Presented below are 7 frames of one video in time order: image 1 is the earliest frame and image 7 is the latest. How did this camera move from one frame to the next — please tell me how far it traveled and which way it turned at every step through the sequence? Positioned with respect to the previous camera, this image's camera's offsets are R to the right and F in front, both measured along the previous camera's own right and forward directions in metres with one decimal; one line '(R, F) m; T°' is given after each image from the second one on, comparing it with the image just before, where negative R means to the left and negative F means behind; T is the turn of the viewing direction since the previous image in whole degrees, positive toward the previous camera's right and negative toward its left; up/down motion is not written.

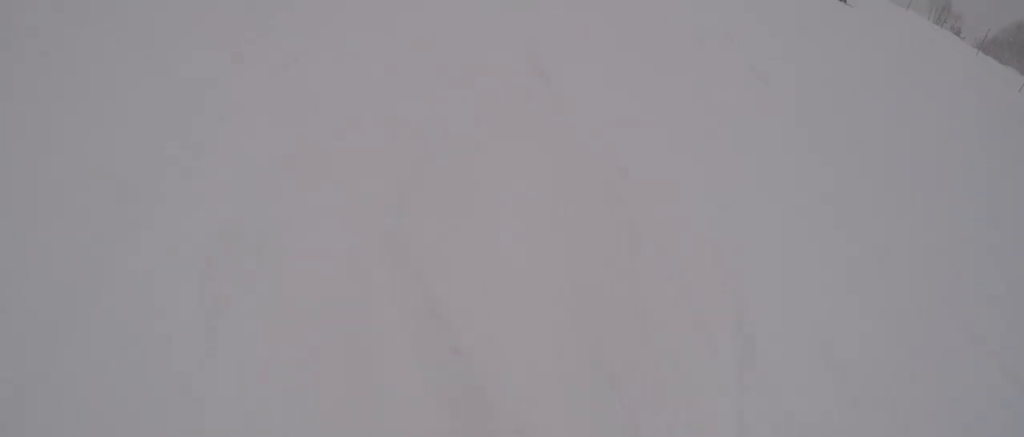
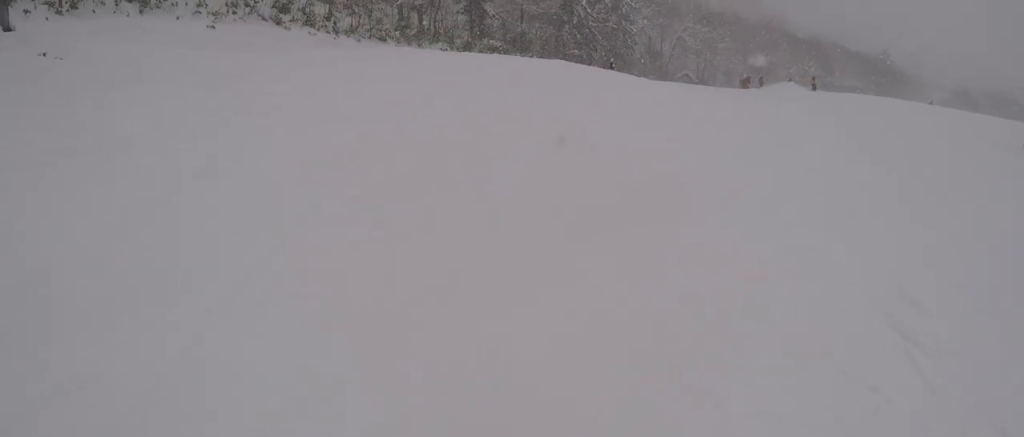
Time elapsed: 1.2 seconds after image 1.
(0.0, +6.9) m; +2°
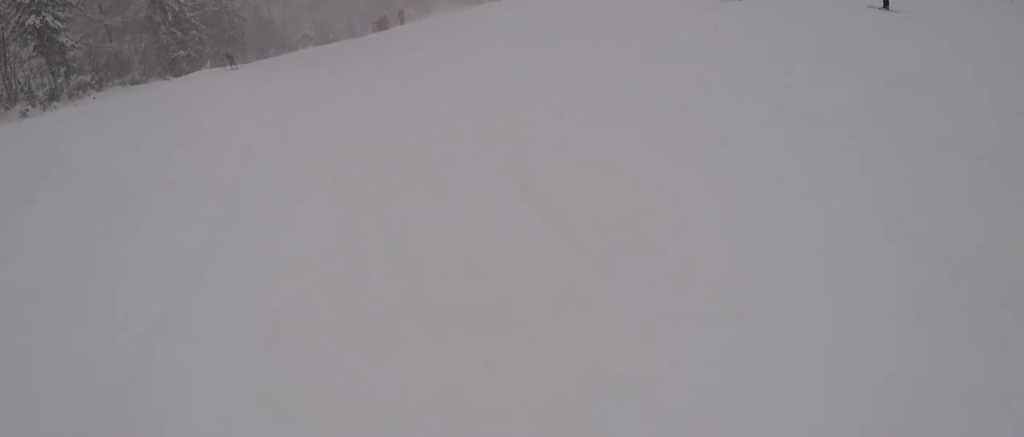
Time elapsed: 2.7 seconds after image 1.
(+0.7, +8.1) m; +17°
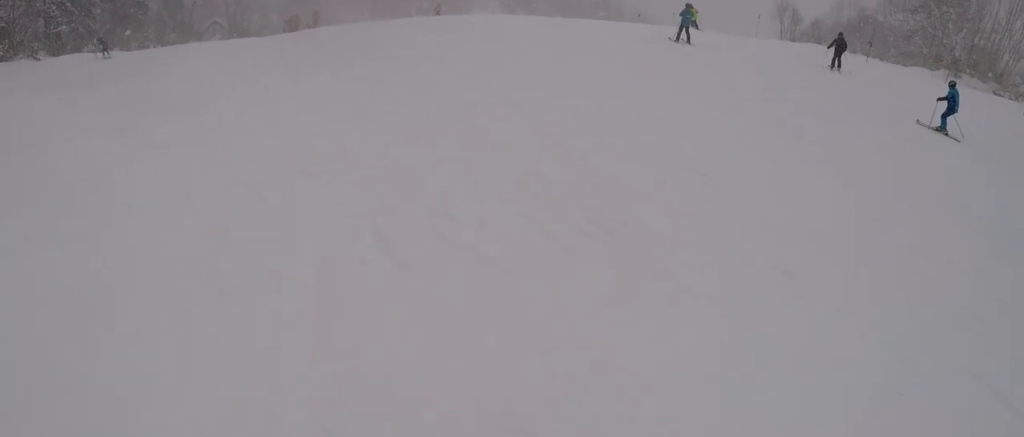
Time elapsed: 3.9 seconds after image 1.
(+1.1, +6.8) m; -3°
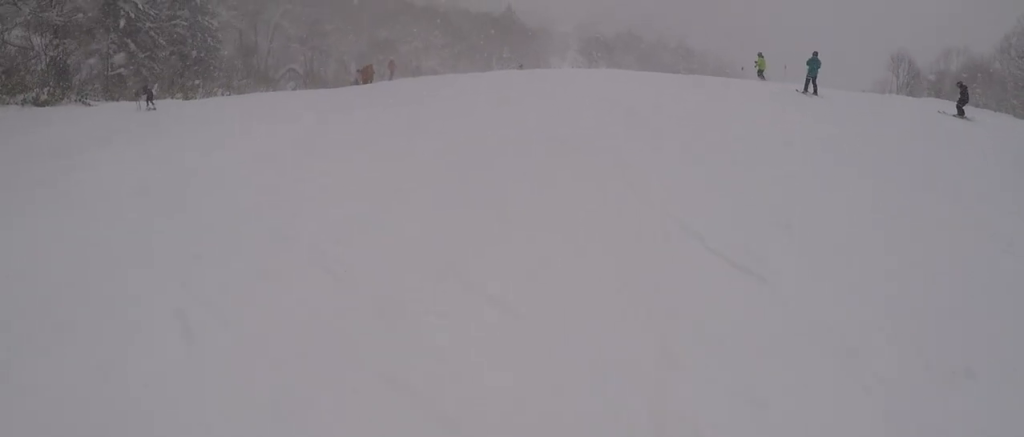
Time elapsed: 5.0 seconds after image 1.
(-1.3, +6.2) m; +4°
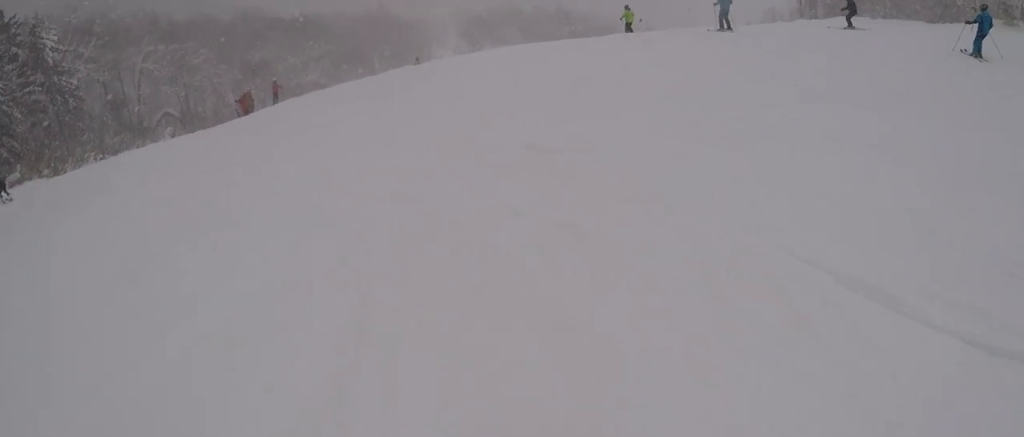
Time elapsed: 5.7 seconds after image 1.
(+0.9, +3.4) m; +11°
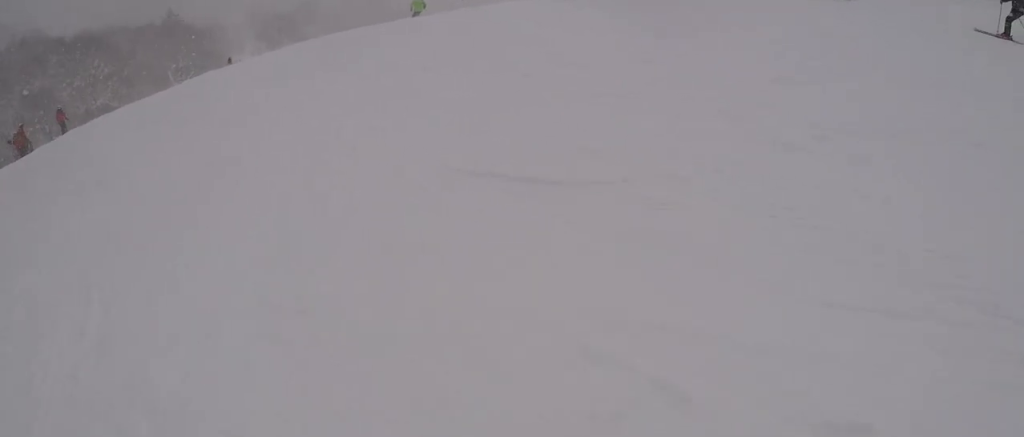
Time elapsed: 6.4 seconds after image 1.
(+0.3, +4.2) m; +7°
